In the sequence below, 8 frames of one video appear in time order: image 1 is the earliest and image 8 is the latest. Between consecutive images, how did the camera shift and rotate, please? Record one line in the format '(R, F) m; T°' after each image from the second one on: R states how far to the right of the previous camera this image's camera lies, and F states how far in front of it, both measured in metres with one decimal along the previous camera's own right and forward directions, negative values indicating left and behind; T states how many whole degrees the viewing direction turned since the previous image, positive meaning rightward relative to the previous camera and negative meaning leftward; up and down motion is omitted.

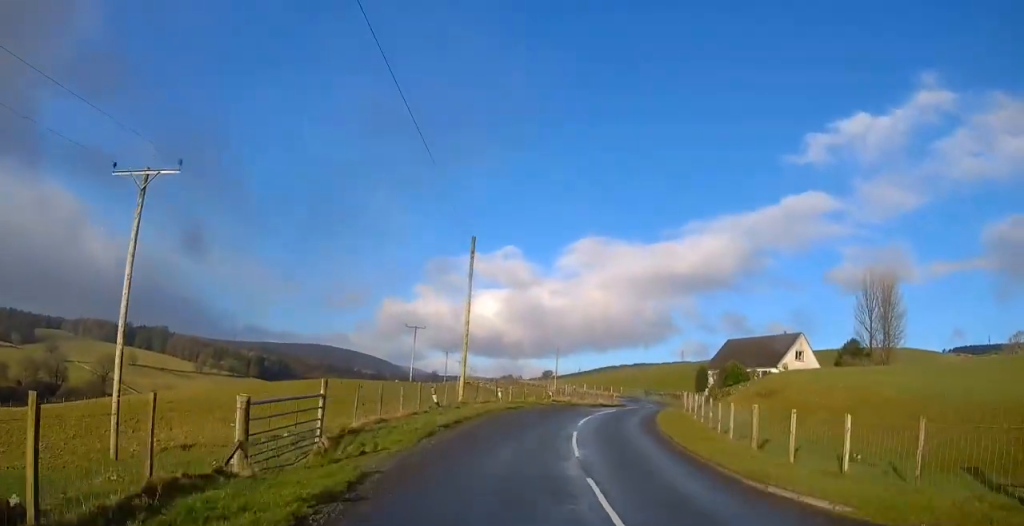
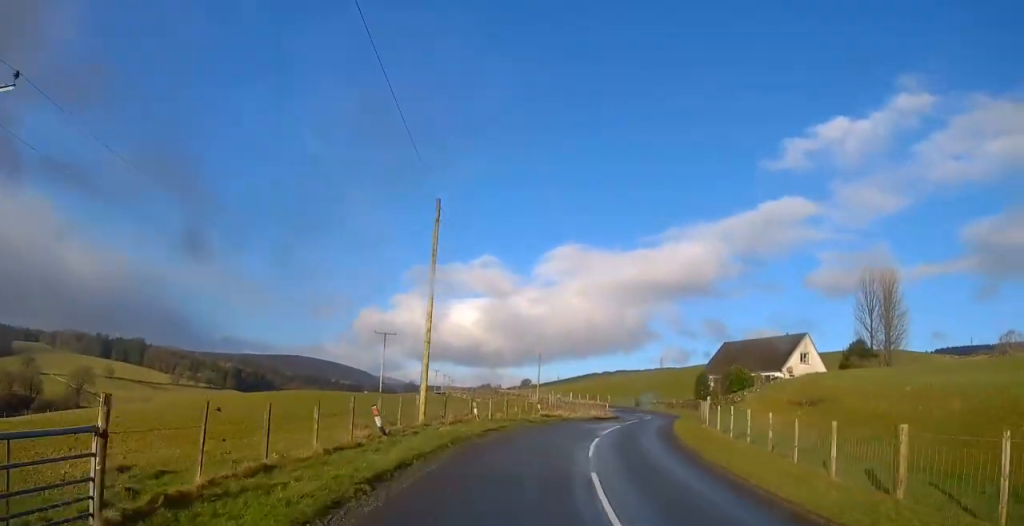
(+0.3, +6.9) m; +3°
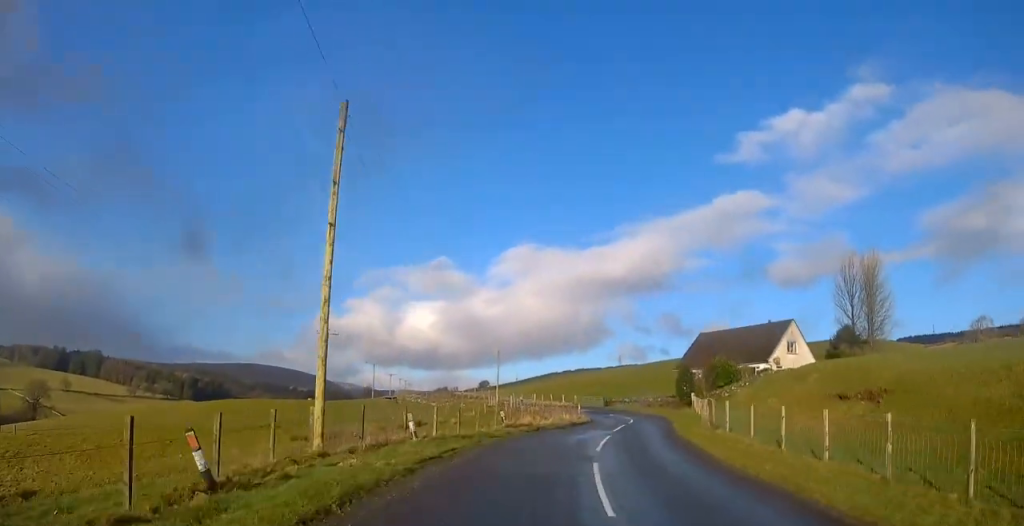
(0.0, +7.3) m; +3°
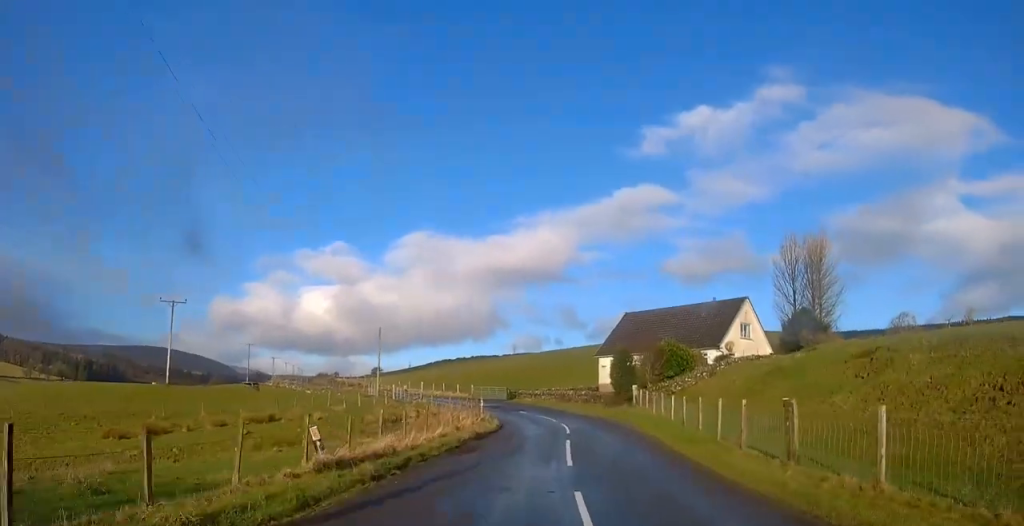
(+0.8, +13.4) m; +6°
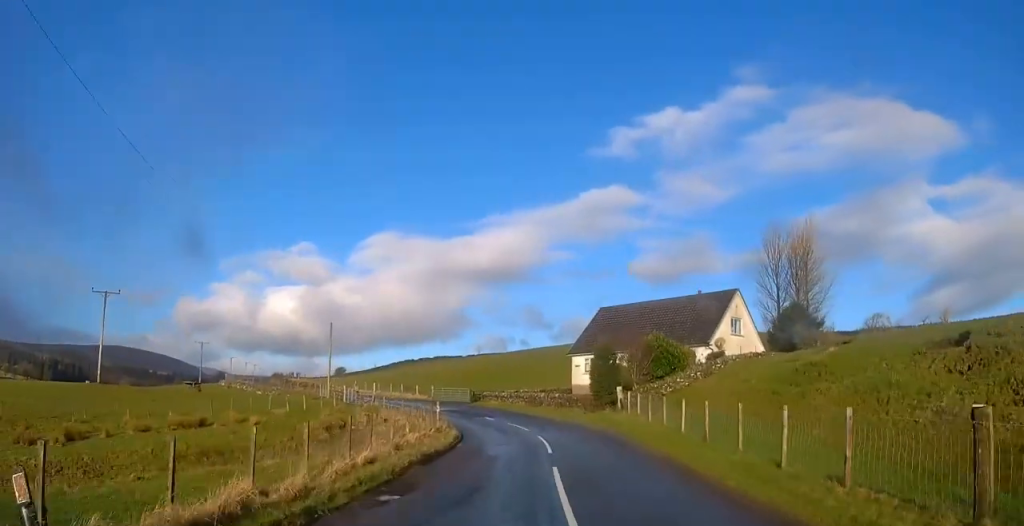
(+0.2, +5.5) m; +2°
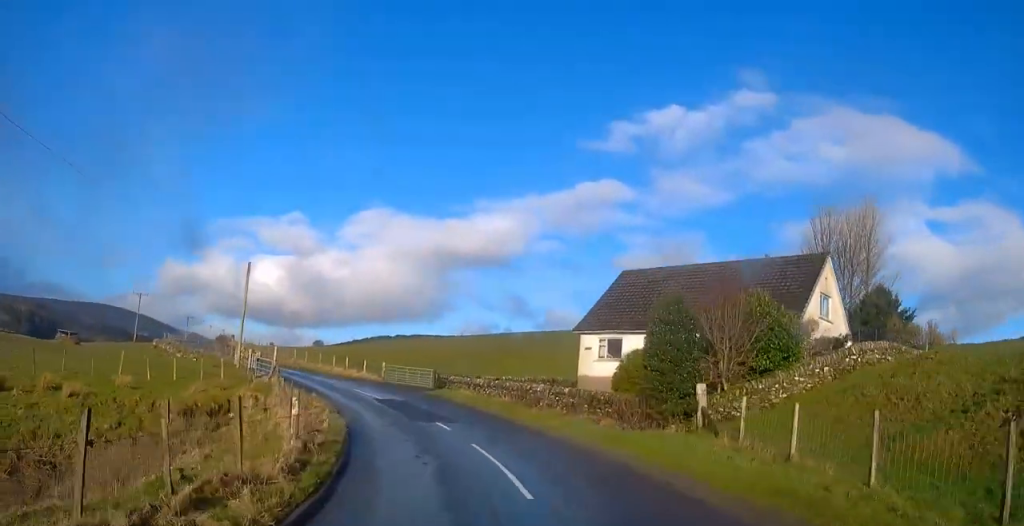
(+0.8, +15.7) m; +2°
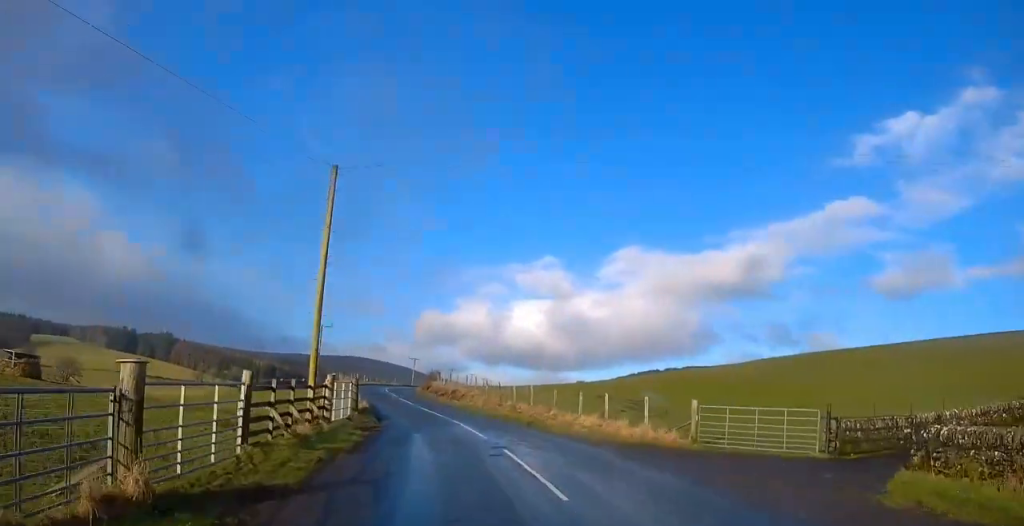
(-3.1, +25.5) m; -19°
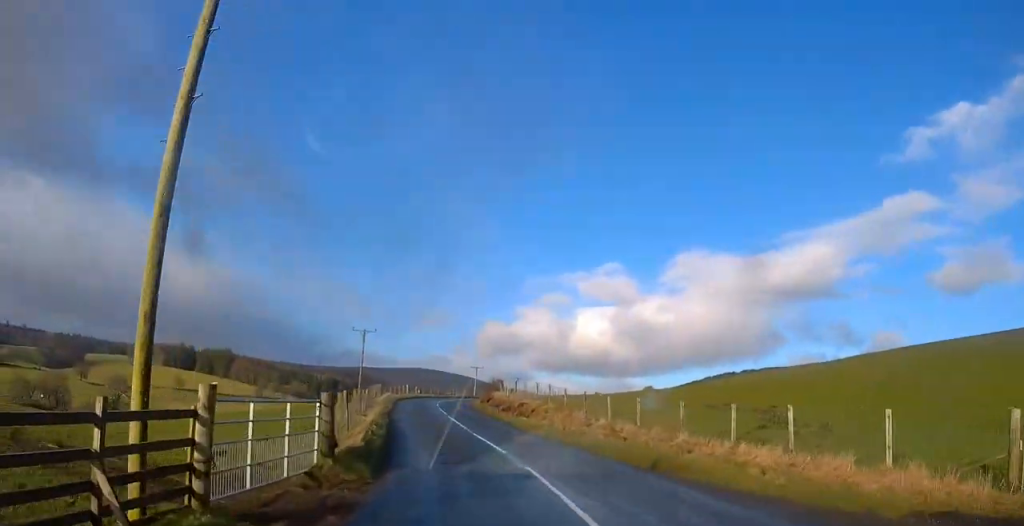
(-0.9, +10.4) m; -6°
